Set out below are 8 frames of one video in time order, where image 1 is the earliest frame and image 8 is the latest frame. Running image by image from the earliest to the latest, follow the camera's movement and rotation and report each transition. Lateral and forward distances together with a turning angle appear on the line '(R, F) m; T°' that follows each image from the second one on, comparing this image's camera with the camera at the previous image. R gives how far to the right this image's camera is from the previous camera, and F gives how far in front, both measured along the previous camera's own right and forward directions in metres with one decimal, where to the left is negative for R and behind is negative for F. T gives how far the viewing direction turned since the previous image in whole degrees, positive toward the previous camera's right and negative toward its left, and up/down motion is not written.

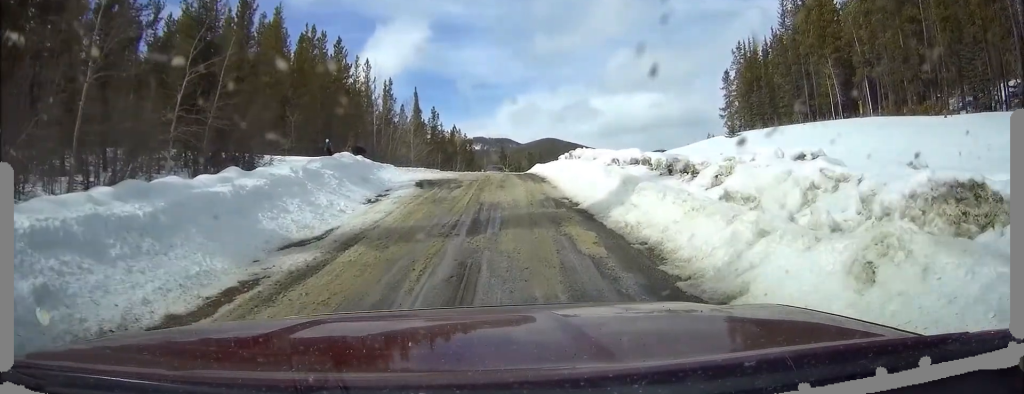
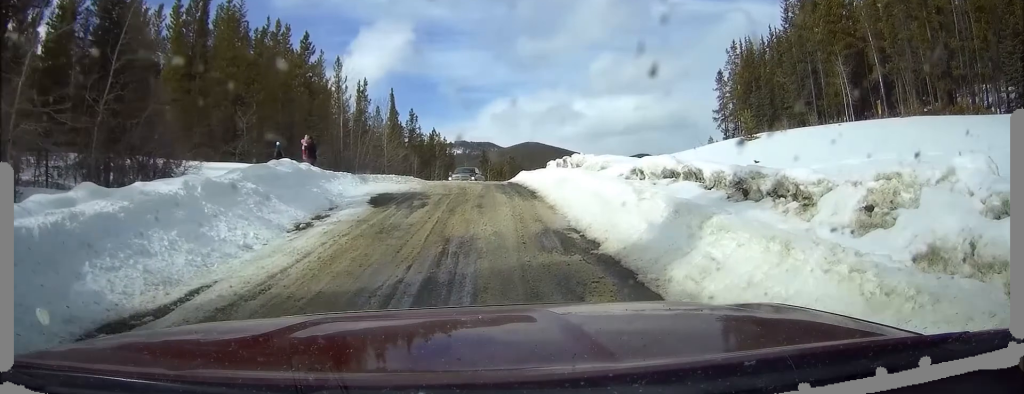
(0.0, +5.3) m; +3°
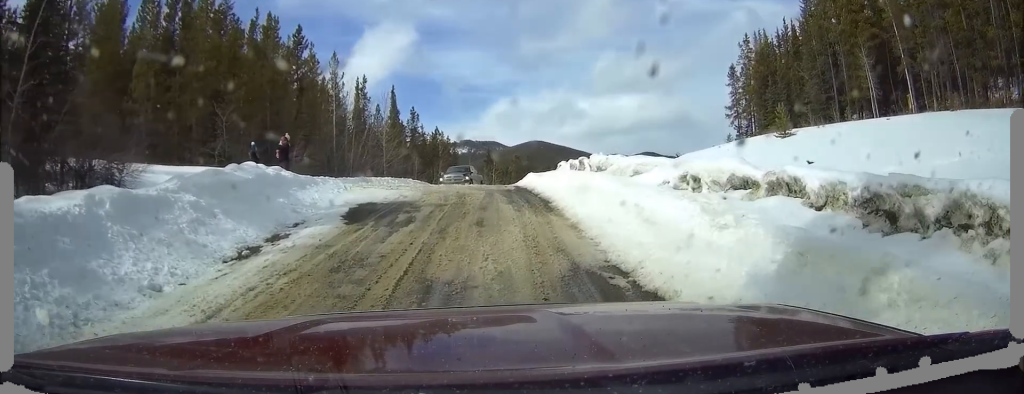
(+0.2, +3.5) m; +3°
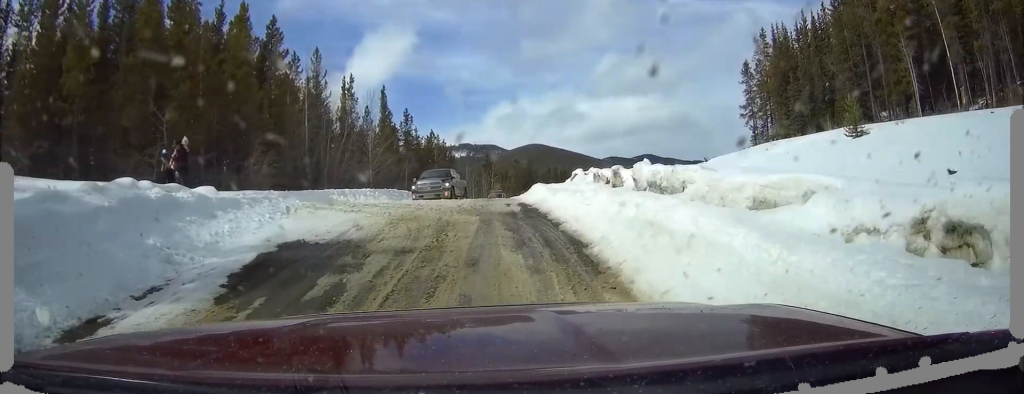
(+0.1, +6.3) m; 0°
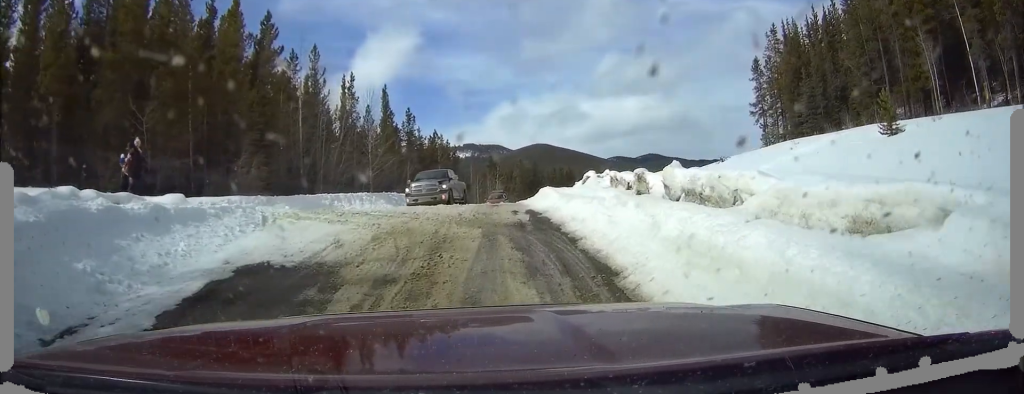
(-0.1, +2.1) m; 0°
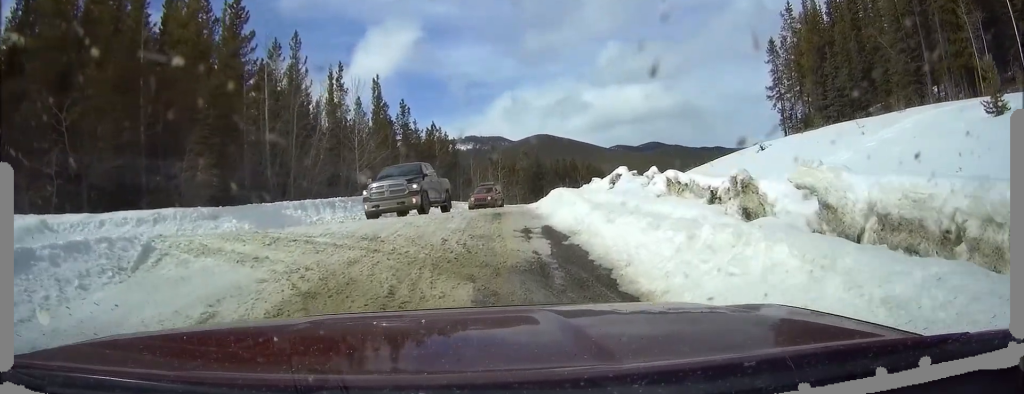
(+0.1, +5.5) m; +2°
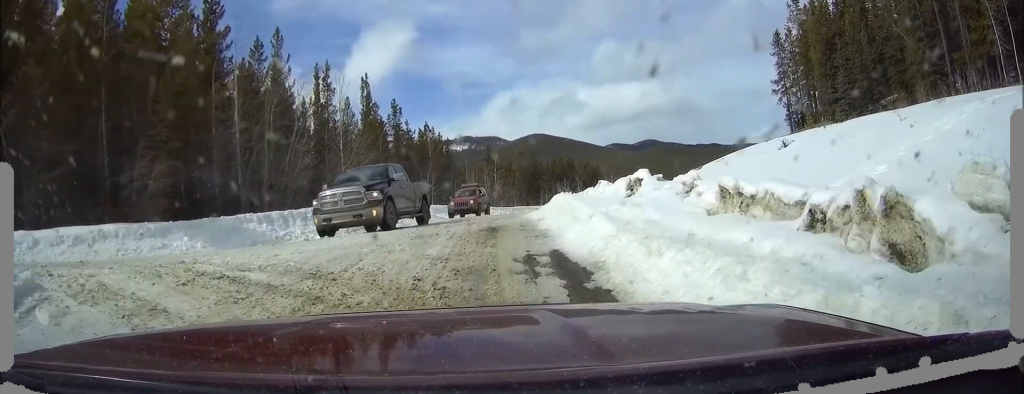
(0.0, +3.1) m; +2°
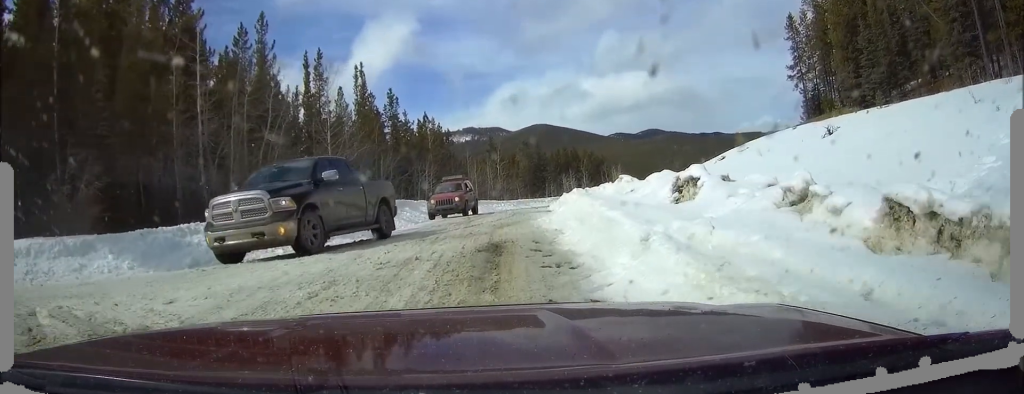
(0.0, +3.9) m; +2°
